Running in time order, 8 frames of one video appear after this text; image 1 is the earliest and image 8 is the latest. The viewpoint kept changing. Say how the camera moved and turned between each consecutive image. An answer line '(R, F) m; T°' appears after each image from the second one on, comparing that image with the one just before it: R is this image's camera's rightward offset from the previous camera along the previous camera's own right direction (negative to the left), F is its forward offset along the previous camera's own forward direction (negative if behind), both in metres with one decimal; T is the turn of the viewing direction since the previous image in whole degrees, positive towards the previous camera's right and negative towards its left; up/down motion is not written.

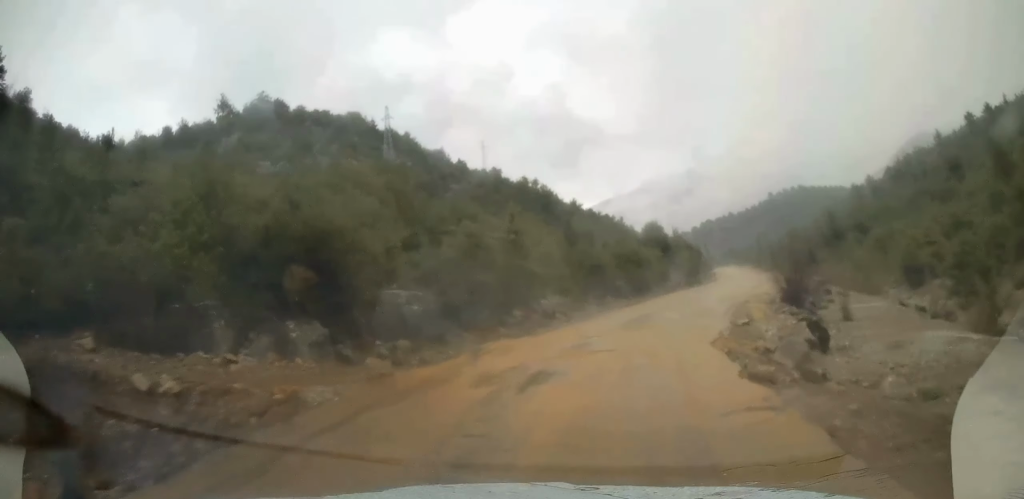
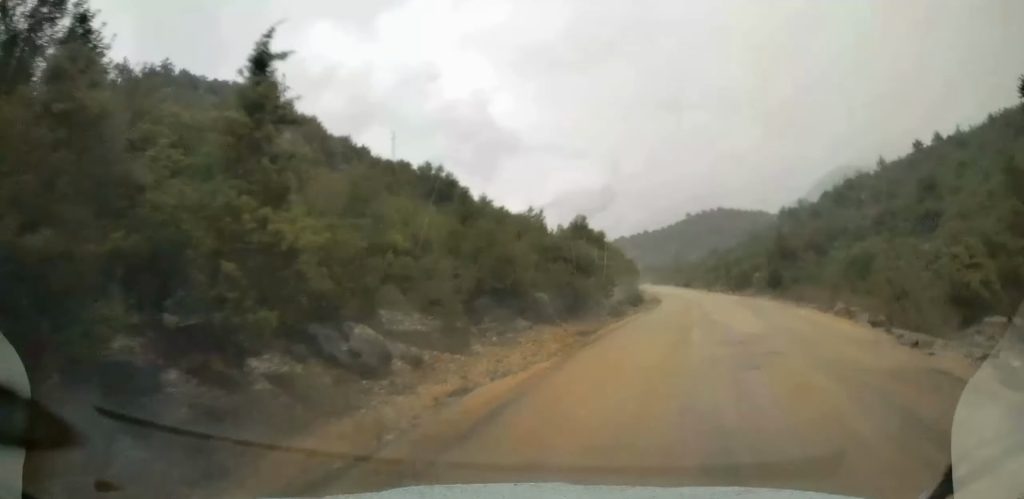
(+1.7, +18.5) m; +13°
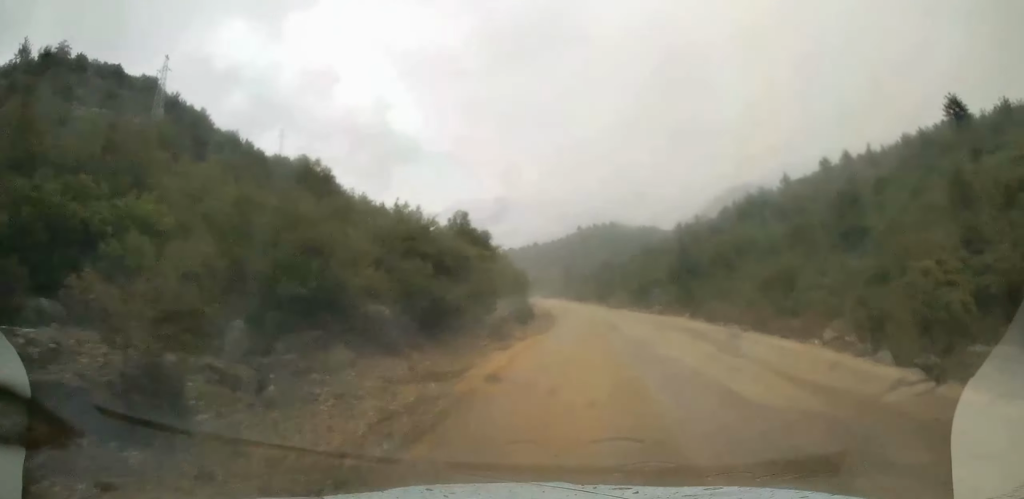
(+0.7, +9.0) m; +8°
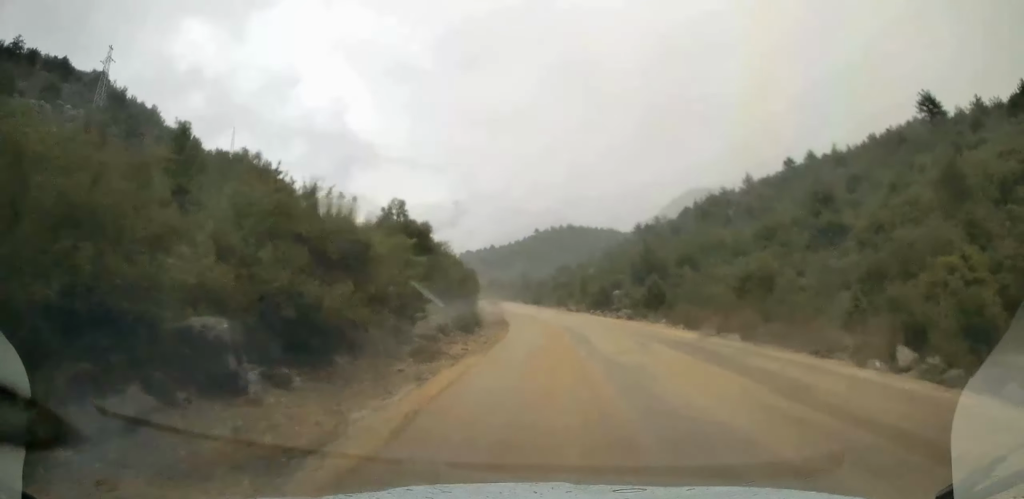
(+0.4, +6.4) m; +3°
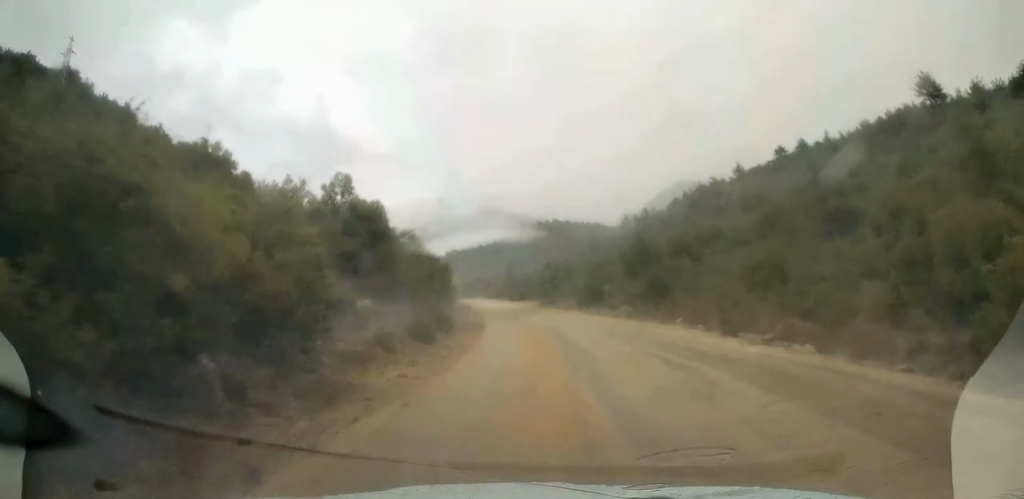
(+0.2, +7.3) m; +1°
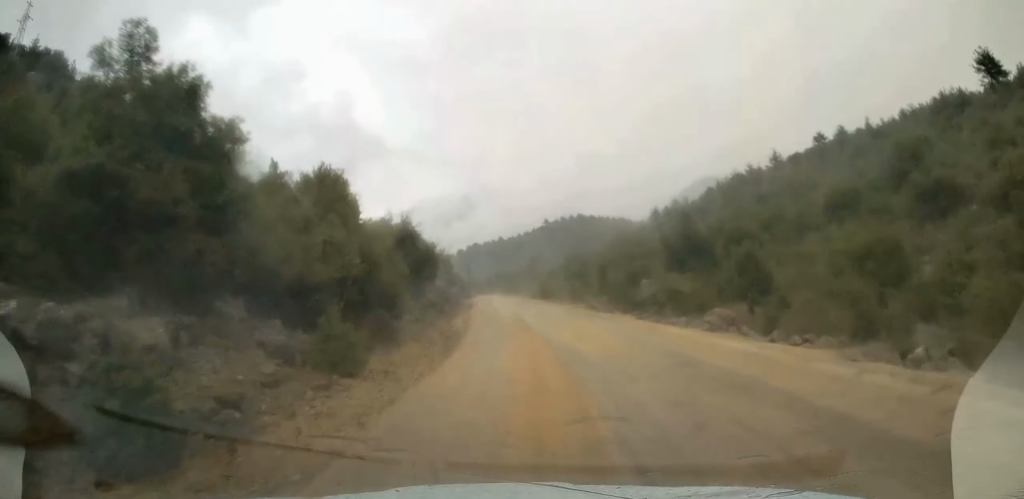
(-0.5, +17.1) m; -3°
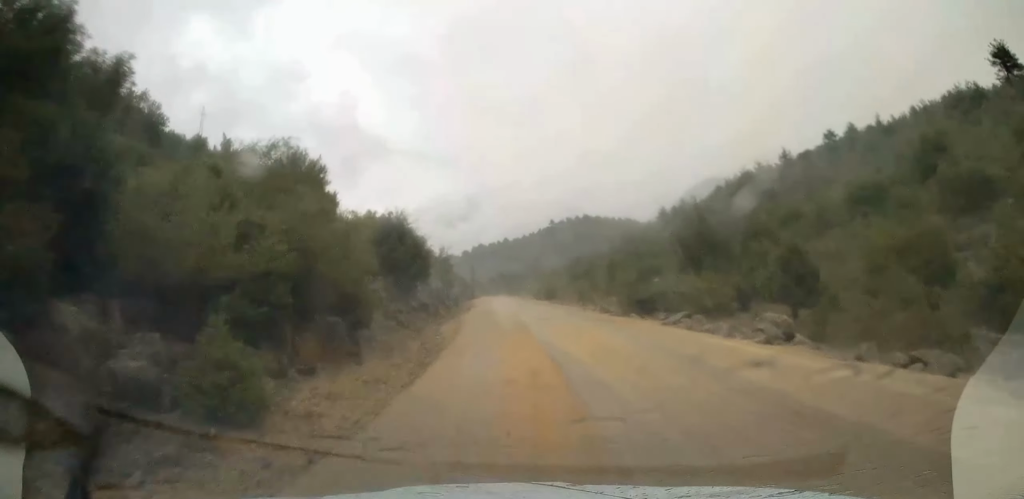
(0.0, +4.7) m; -1°
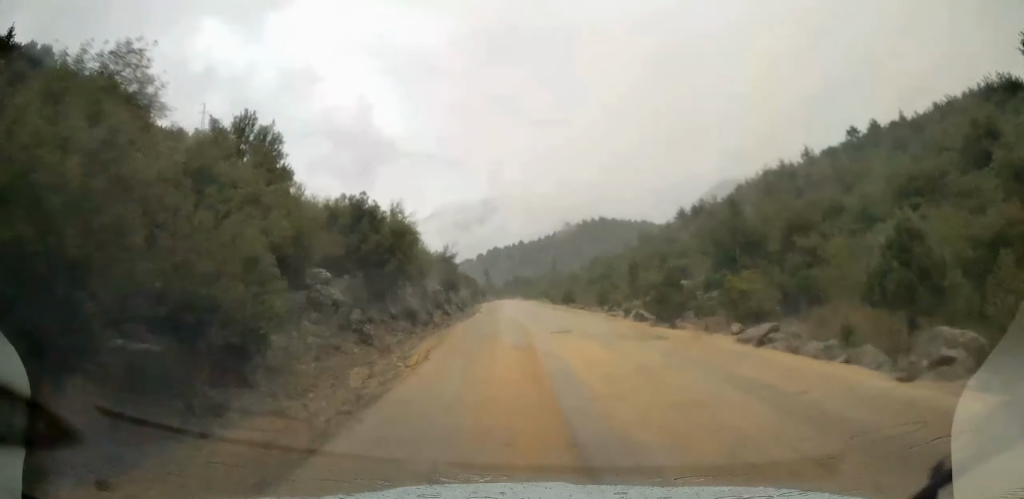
(+0.1, +7.7) m; -2°
